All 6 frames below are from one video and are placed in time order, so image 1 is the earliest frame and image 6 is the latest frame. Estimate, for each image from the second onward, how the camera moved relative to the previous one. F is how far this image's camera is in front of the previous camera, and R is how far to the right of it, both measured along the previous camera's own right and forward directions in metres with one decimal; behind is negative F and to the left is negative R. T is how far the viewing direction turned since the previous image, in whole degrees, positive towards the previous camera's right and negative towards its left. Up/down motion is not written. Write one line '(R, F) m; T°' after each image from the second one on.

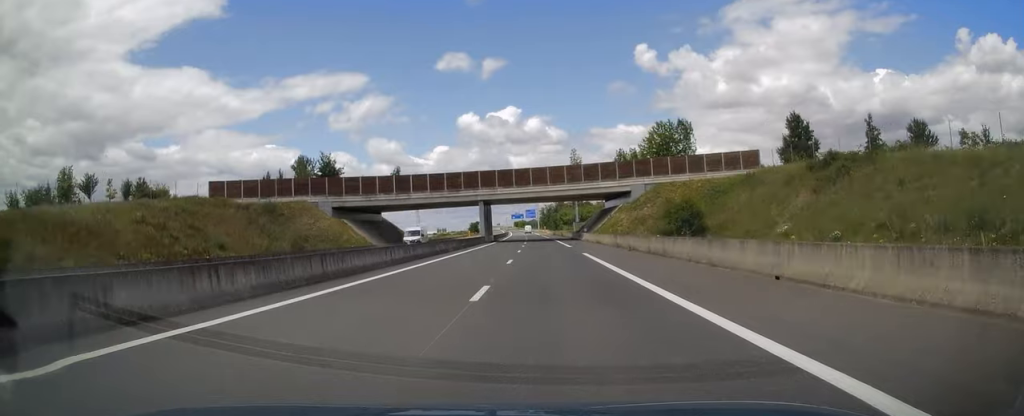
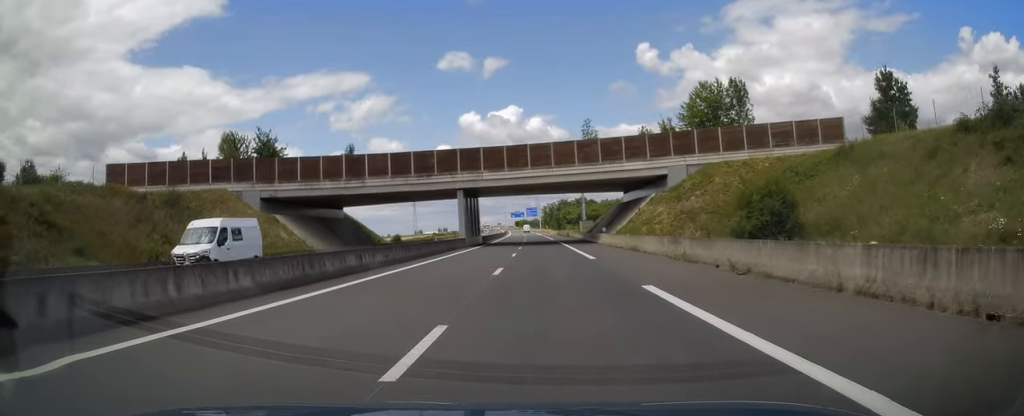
(0.0, +19.1) m; -1°
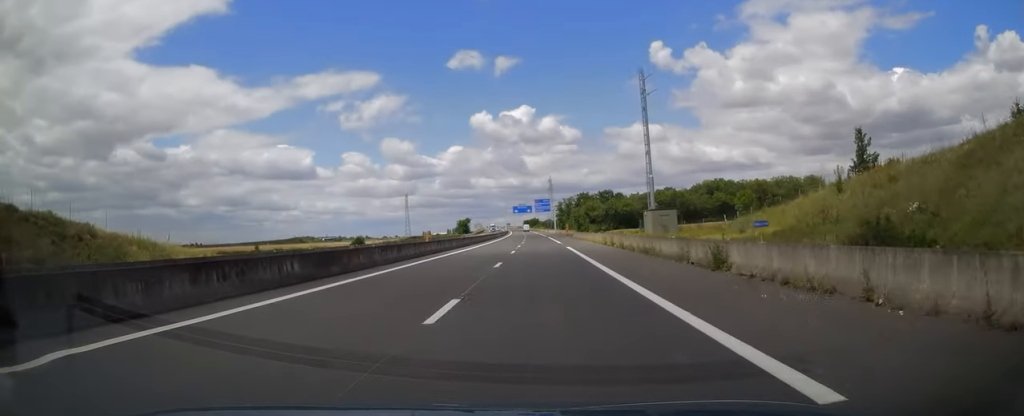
(-1.2, +74.3) m; -1°
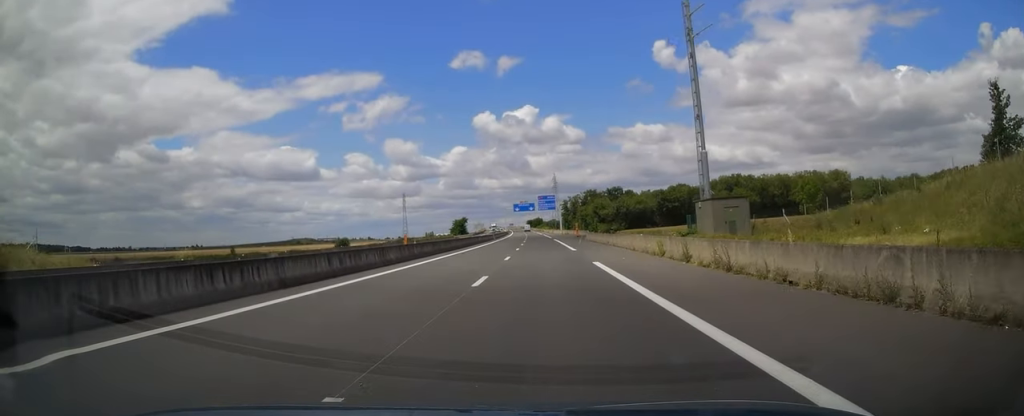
(0.0, +19.9) m; 0°
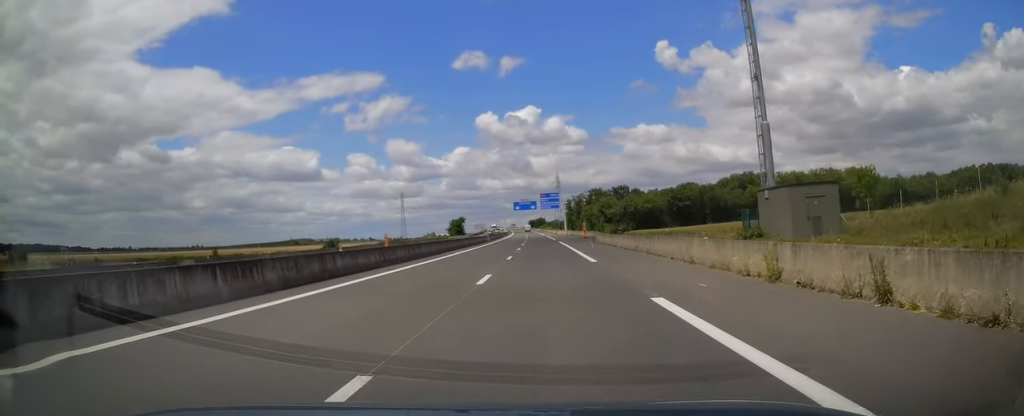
(0.0, +12.2) m; 0°
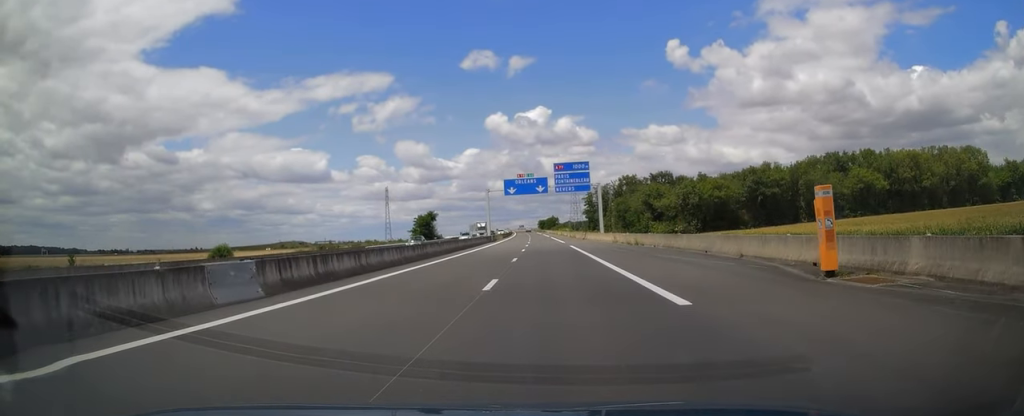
(-1.3, +66.6) m; -2°
